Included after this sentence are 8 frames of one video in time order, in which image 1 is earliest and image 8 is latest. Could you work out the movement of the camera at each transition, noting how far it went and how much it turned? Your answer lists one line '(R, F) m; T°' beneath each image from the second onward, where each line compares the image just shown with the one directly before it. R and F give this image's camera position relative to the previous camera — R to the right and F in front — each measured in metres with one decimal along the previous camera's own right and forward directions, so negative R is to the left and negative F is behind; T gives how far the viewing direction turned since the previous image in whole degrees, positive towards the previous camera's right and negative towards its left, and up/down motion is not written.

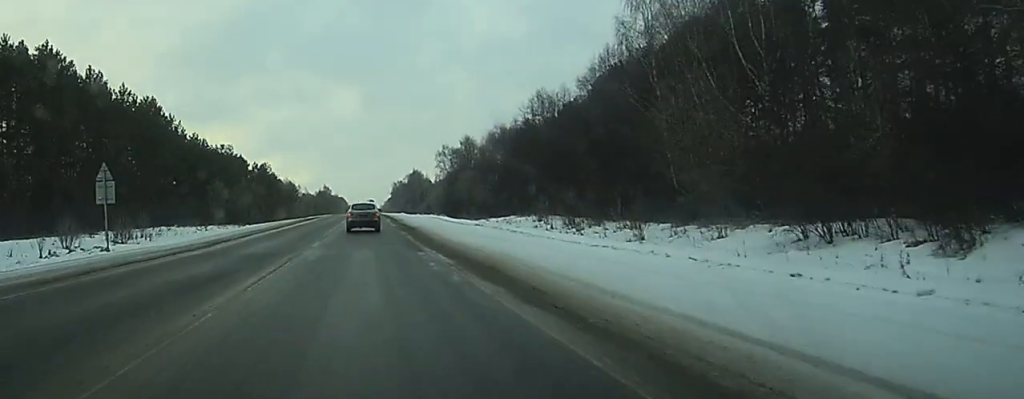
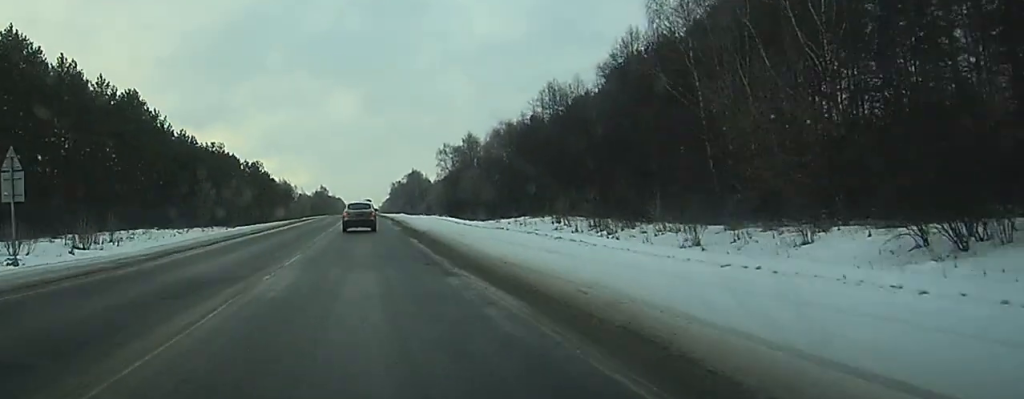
(0.0, +9.5) m; 0°
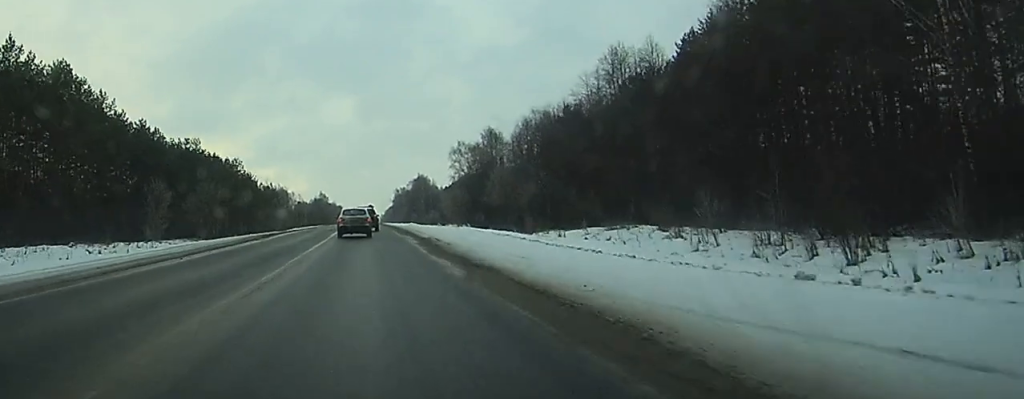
(+0.1, +30.5) m; 0°
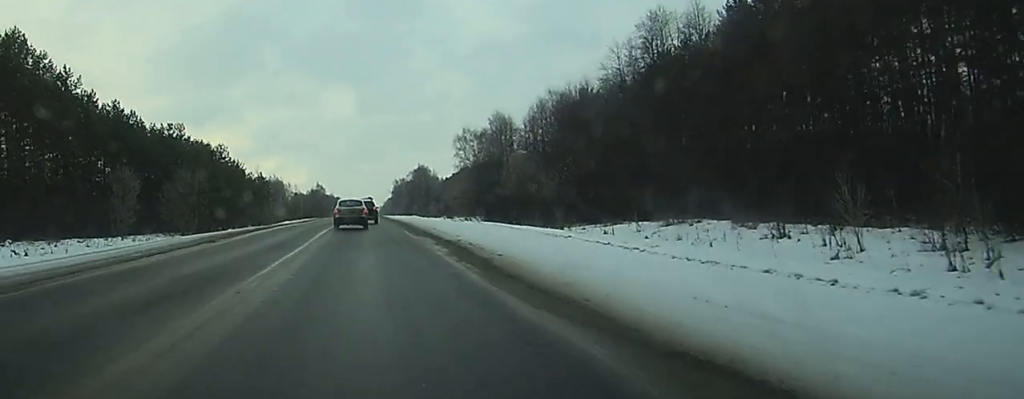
(0.0, +13.3) m; 0°
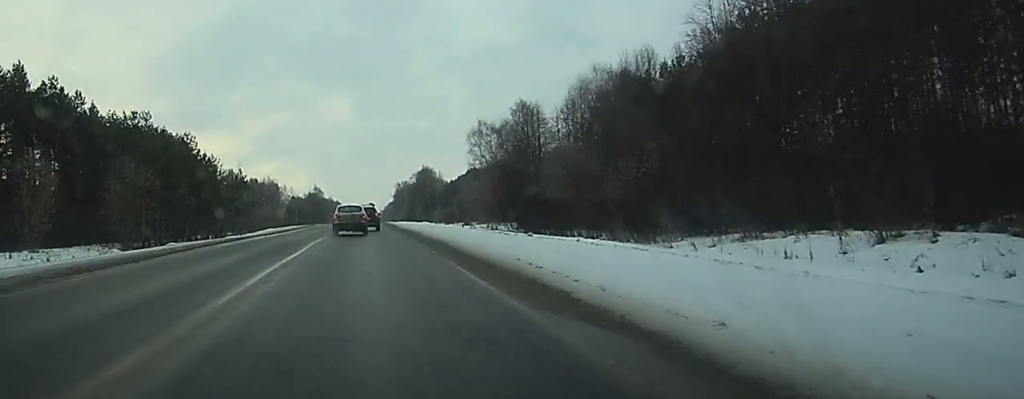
(+0.1, +24.4) m; 0°
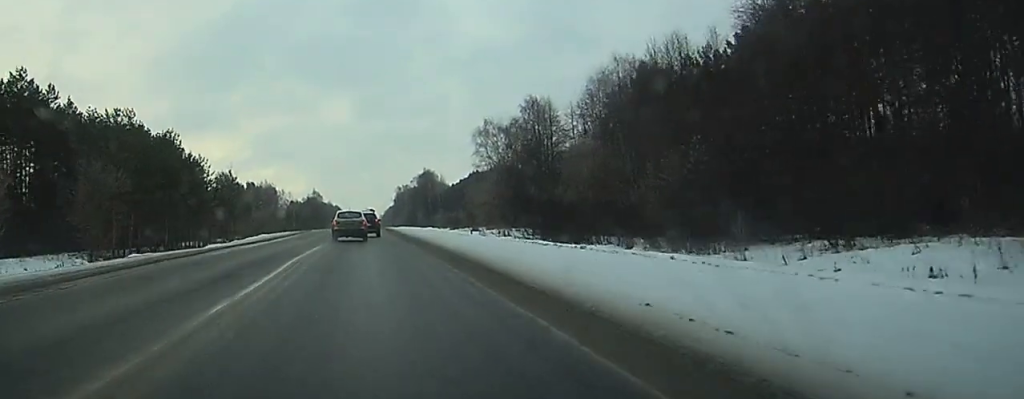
(0.0, +8.9) m; 0°
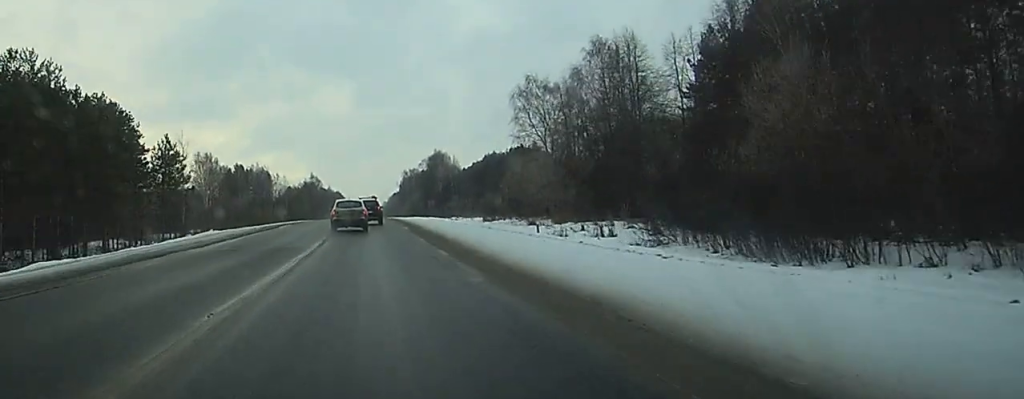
(-0.1, +38.0) m; 0°
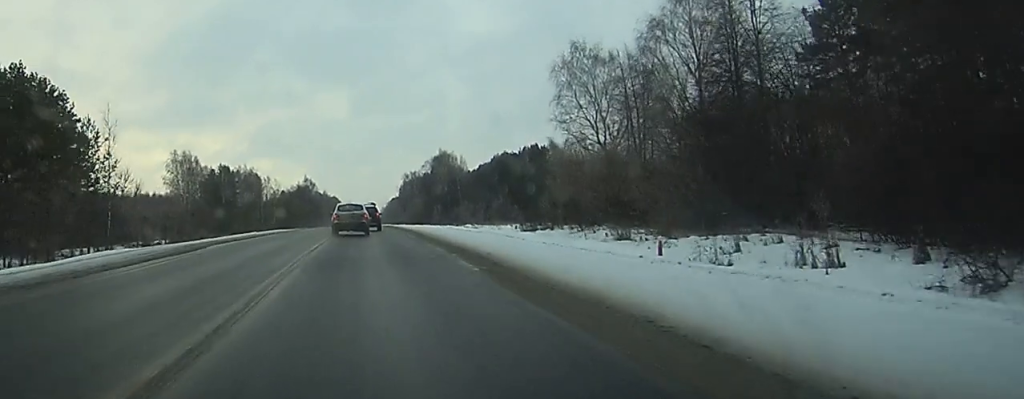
(0.0, +27.7) m; 0°
